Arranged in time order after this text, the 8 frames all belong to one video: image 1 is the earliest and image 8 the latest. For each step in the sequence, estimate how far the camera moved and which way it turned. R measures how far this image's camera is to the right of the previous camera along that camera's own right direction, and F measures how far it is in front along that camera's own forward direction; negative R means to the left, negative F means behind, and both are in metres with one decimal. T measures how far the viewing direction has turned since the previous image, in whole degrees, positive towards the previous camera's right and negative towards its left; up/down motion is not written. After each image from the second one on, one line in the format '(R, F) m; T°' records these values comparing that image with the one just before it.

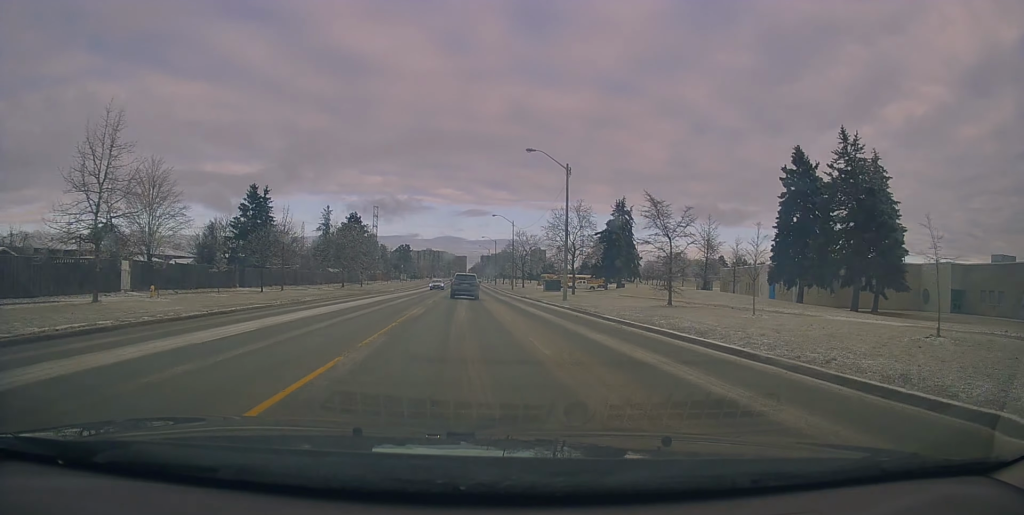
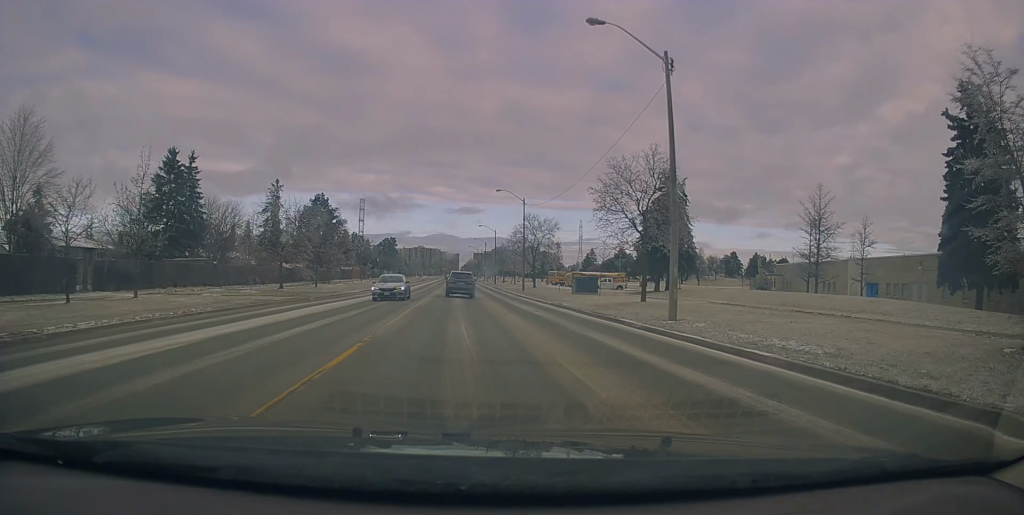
(-0.1, +21.8) m; 0°
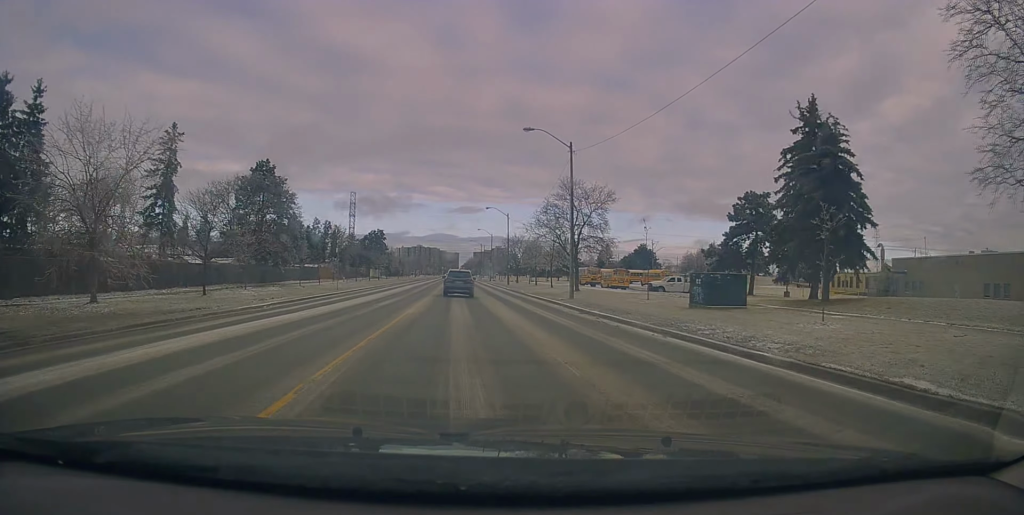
(+0.3, +26.7) m; +1°
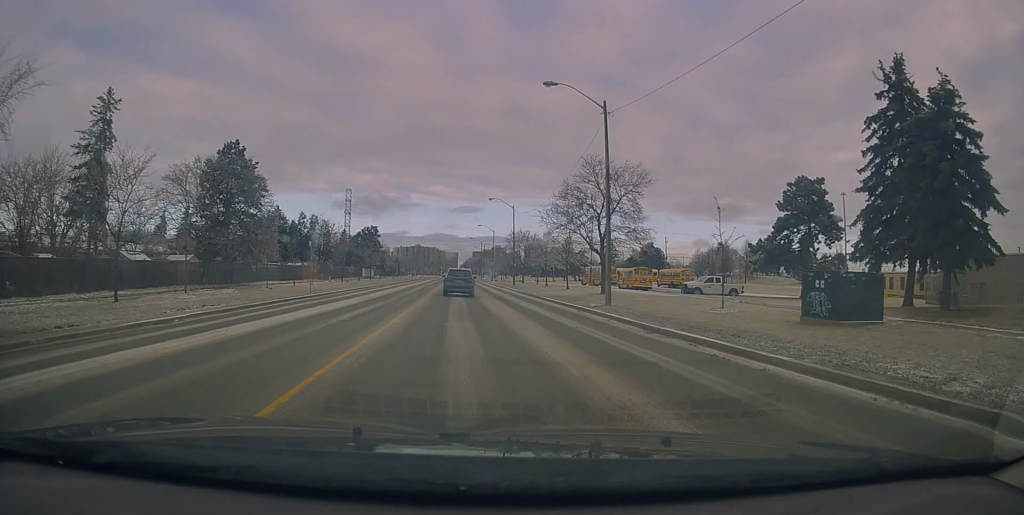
(-0.1, +9.1) m; 0°
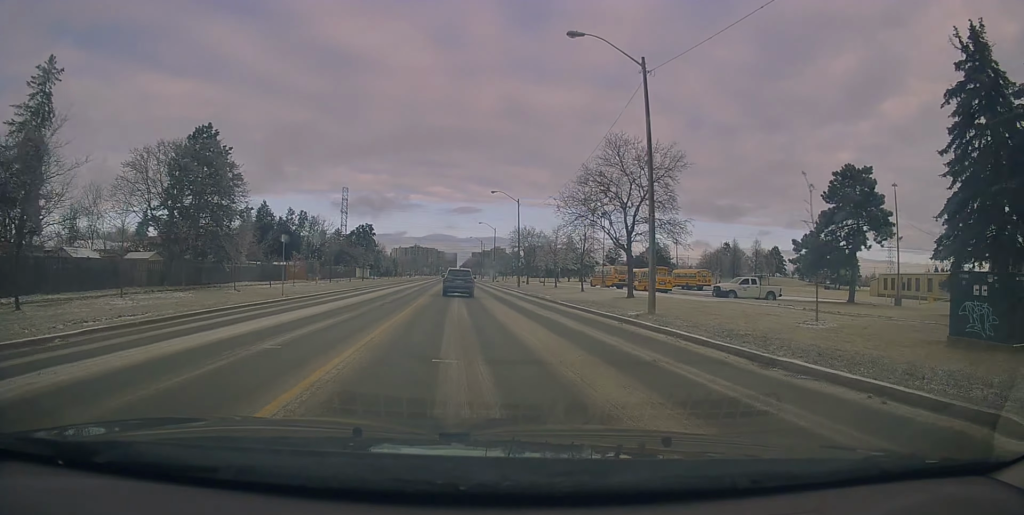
(+0.2, +6.9) m; 0°
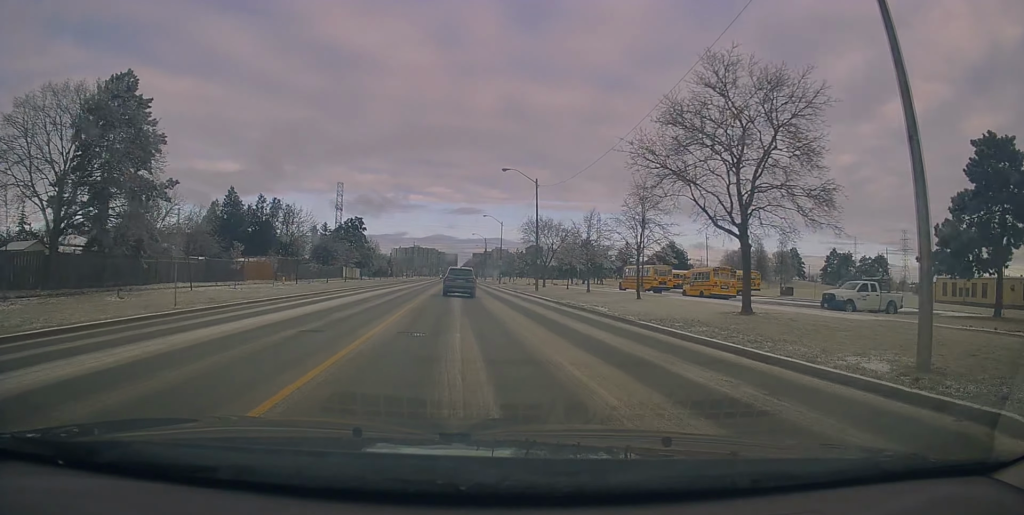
(0.0, +14.0) m; 0°
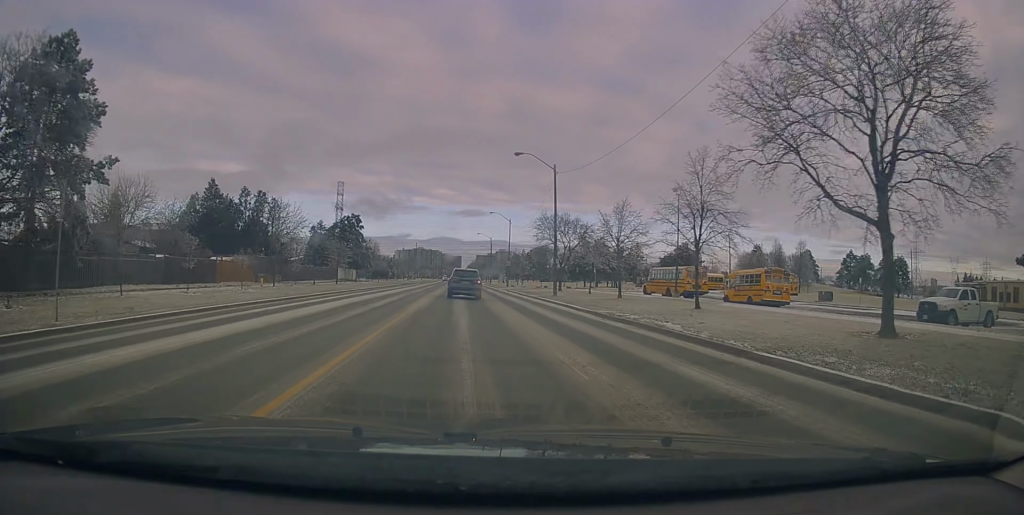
(-0.3, +7.8) m; 0°
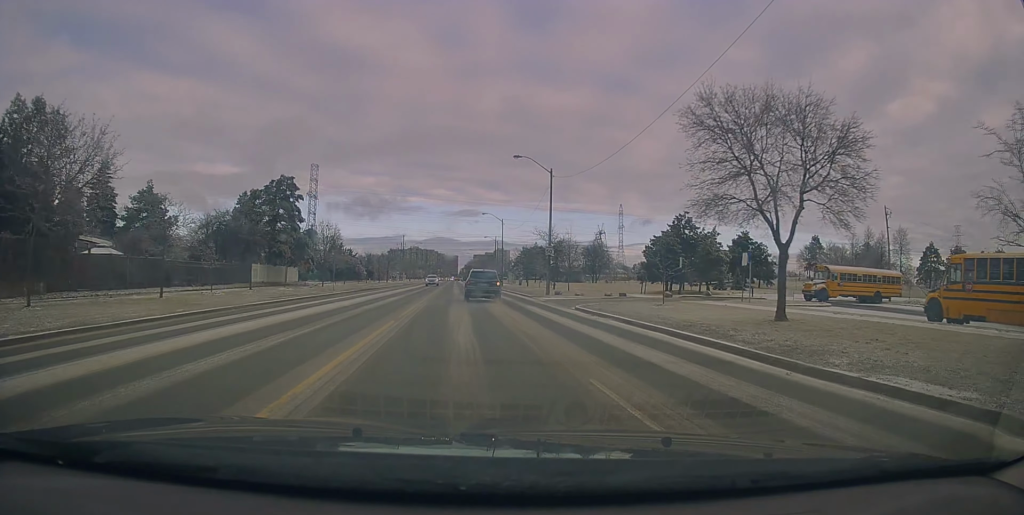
(+0.3, +40.5) m; +1°
